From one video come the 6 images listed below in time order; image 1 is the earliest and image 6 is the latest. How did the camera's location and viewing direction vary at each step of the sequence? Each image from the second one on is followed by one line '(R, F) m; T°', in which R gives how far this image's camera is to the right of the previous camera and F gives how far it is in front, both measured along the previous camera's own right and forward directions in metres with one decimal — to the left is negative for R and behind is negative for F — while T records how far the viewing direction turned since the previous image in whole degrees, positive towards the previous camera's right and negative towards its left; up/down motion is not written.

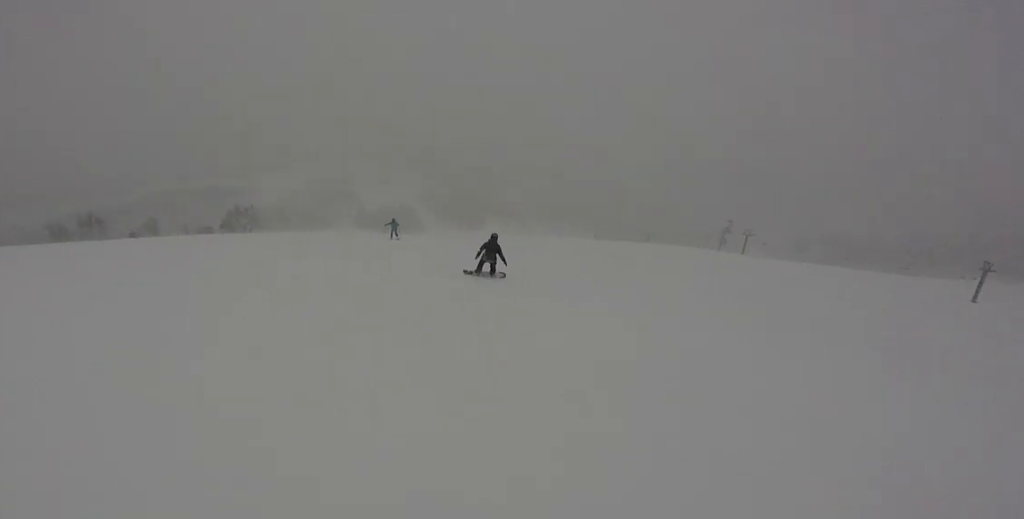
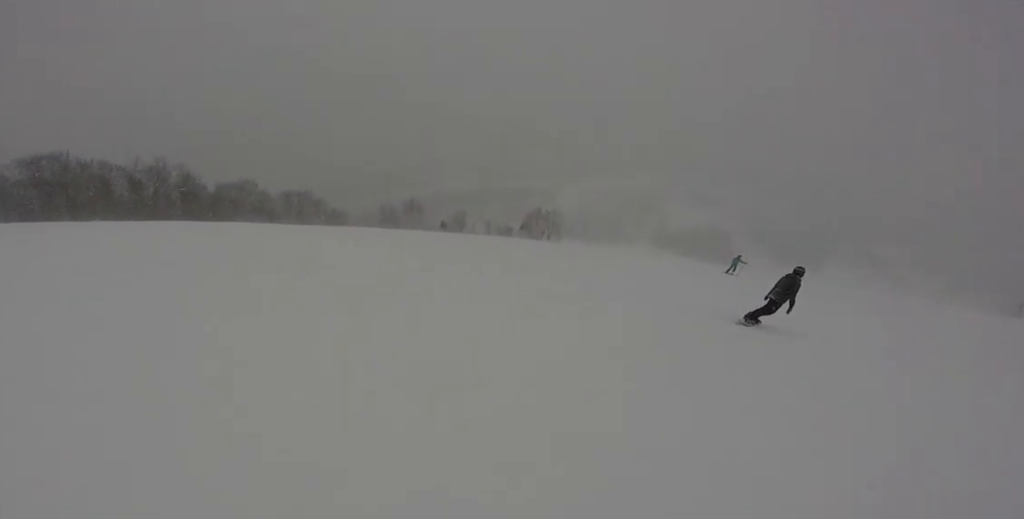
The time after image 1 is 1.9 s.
(-0.6, +7.0) m; -8°
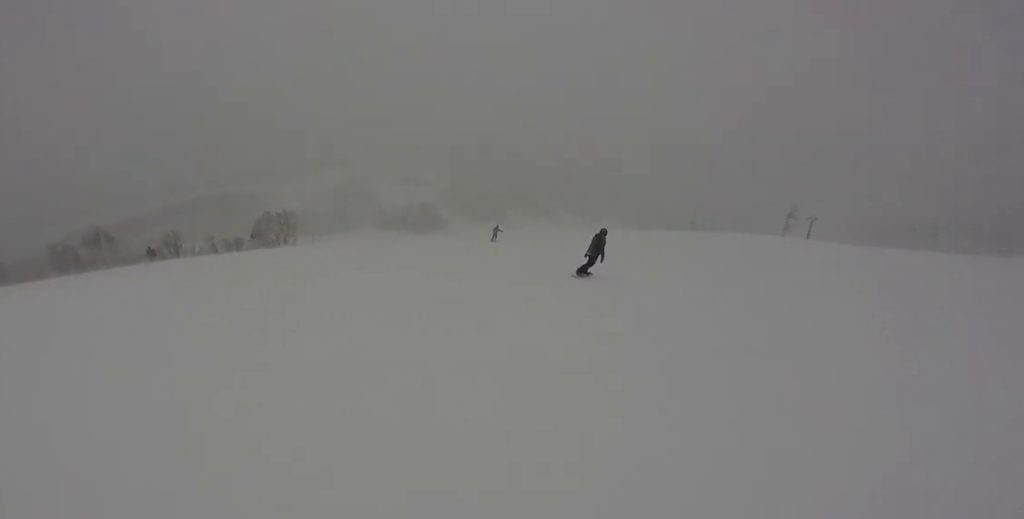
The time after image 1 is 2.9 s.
(-0.1, +4.2) m; +2°
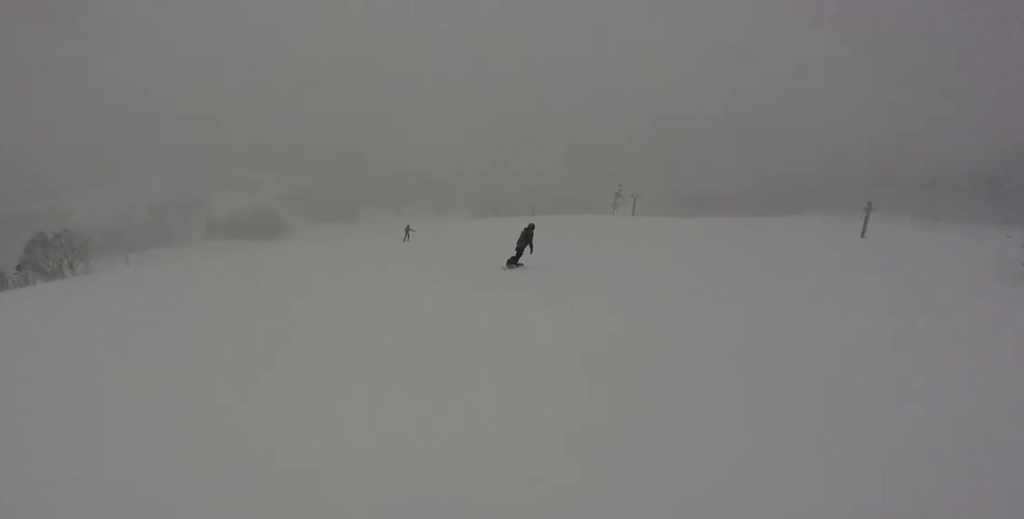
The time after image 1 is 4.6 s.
(+0.9, +7.1) m; +14°
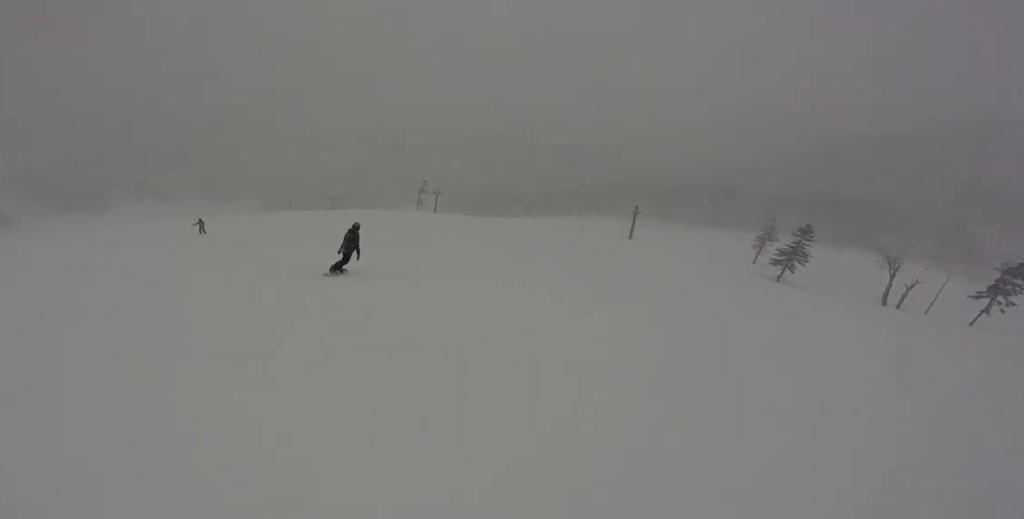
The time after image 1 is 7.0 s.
(+1.7, +9.8) m; +21°
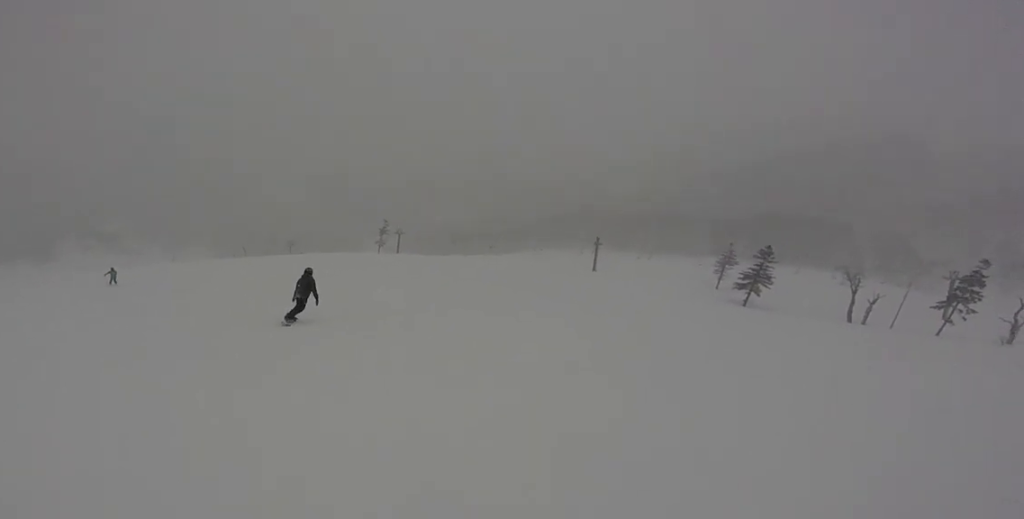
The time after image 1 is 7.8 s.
(+0.2, +3.1) m; +6°
